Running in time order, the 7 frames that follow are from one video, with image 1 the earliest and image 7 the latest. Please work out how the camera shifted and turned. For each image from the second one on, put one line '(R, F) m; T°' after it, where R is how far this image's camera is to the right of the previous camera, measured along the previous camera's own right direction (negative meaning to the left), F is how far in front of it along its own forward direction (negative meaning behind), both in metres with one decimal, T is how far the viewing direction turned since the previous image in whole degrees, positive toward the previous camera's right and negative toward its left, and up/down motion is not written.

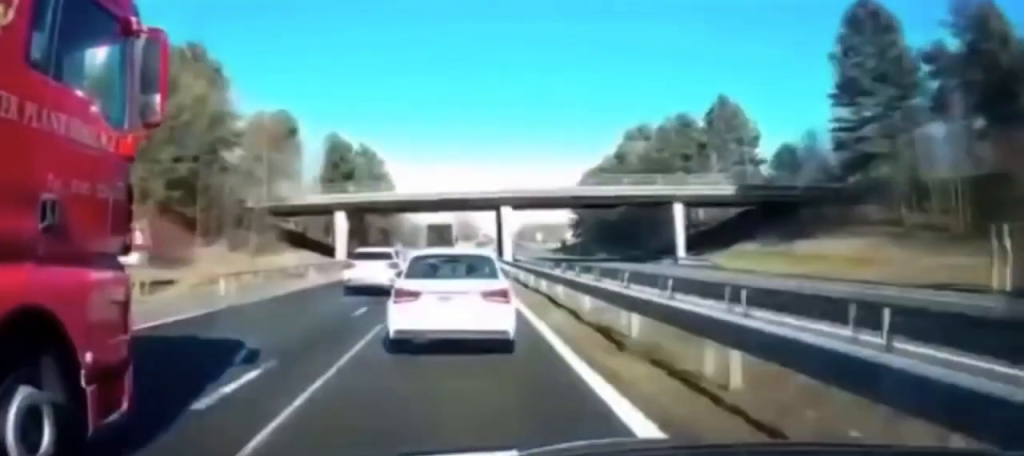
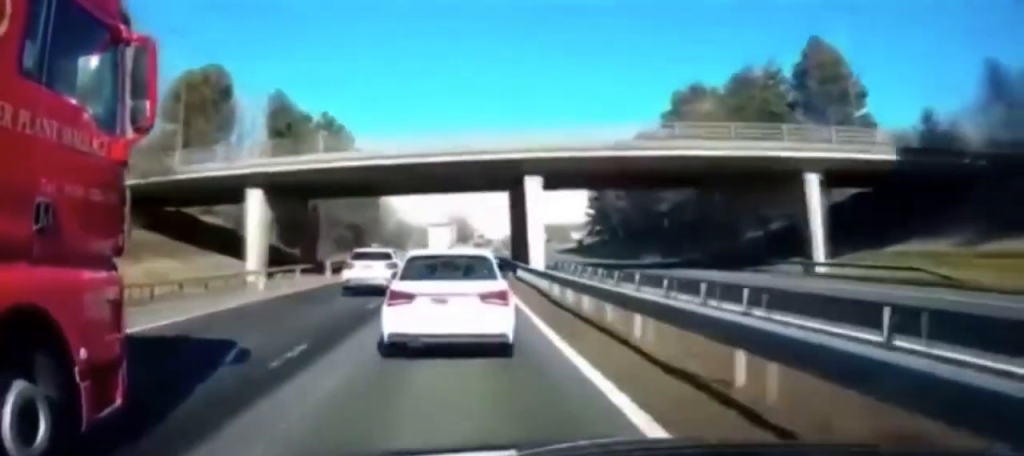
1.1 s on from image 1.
(+0.2, +23.1) m; 0°
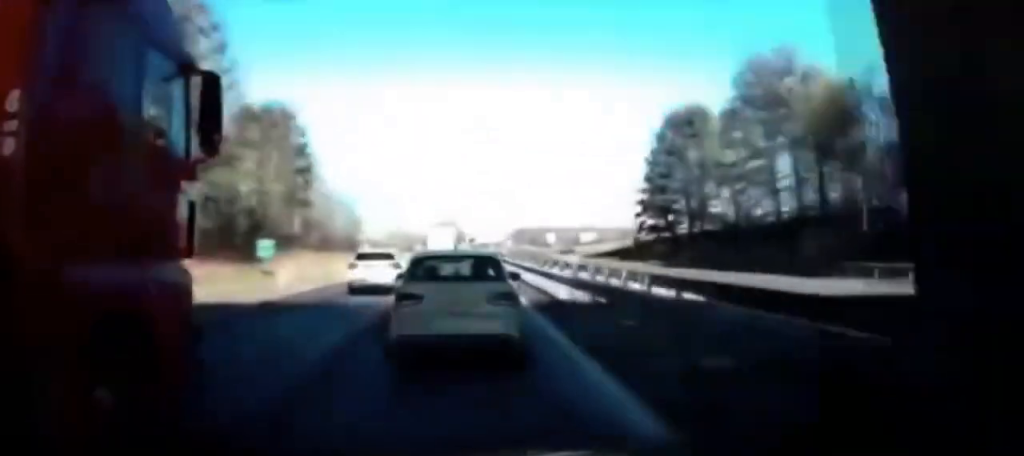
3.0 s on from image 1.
(-0.2, +42.6) m; +1°
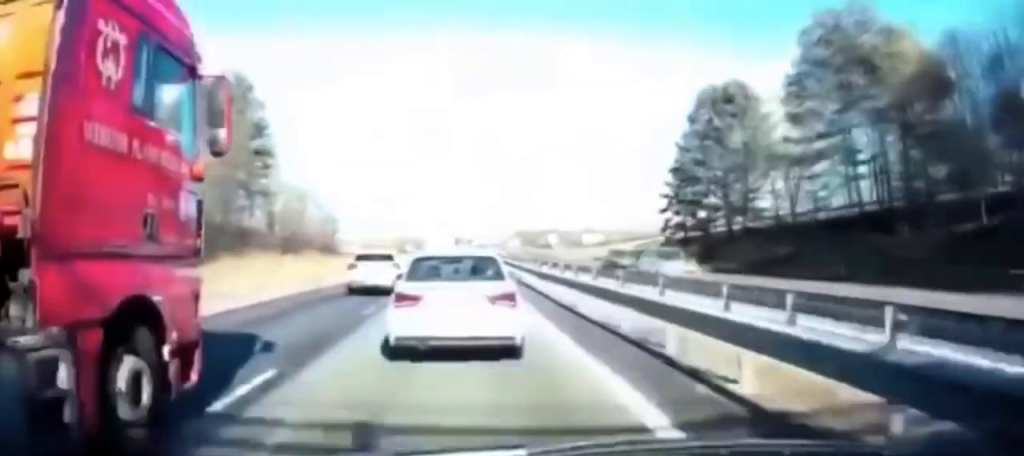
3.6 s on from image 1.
(+0.2, +12.9) m; +1°
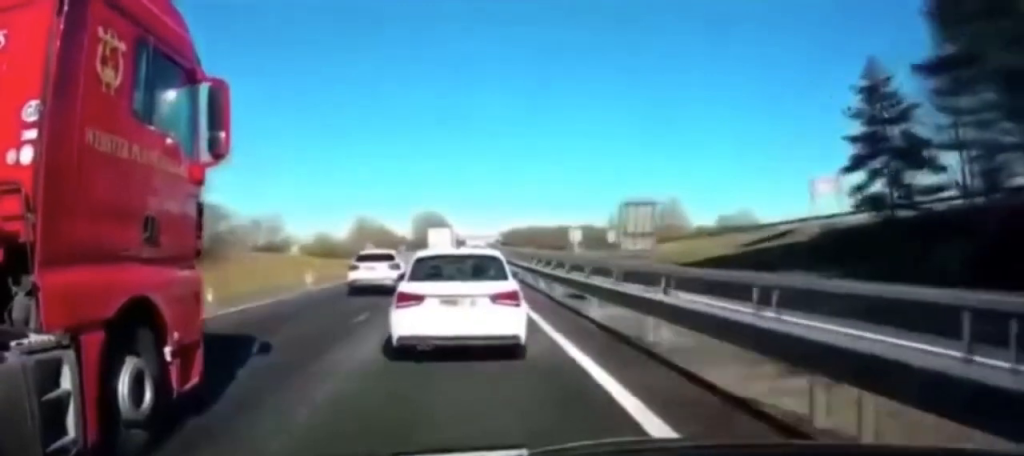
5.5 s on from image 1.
(+0.7, +40.3) m; +1°
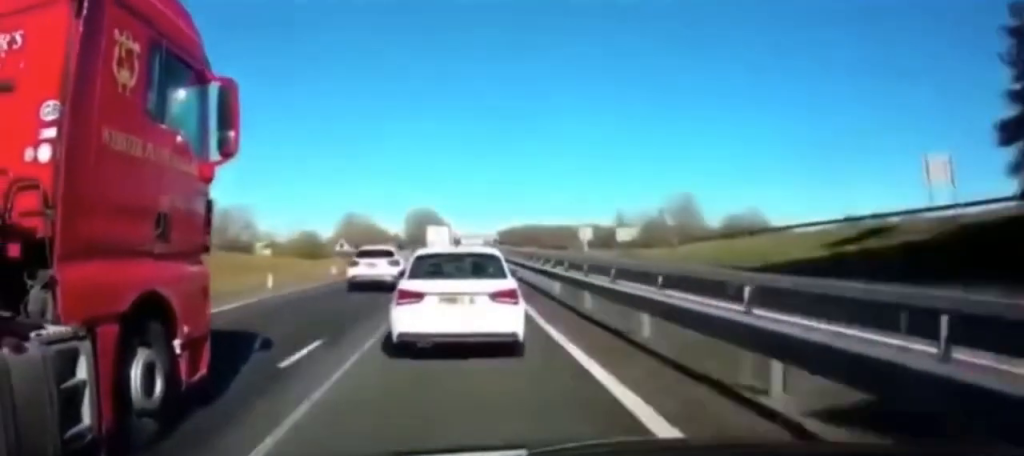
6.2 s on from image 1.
(-0.2, +14.7) m; 0°
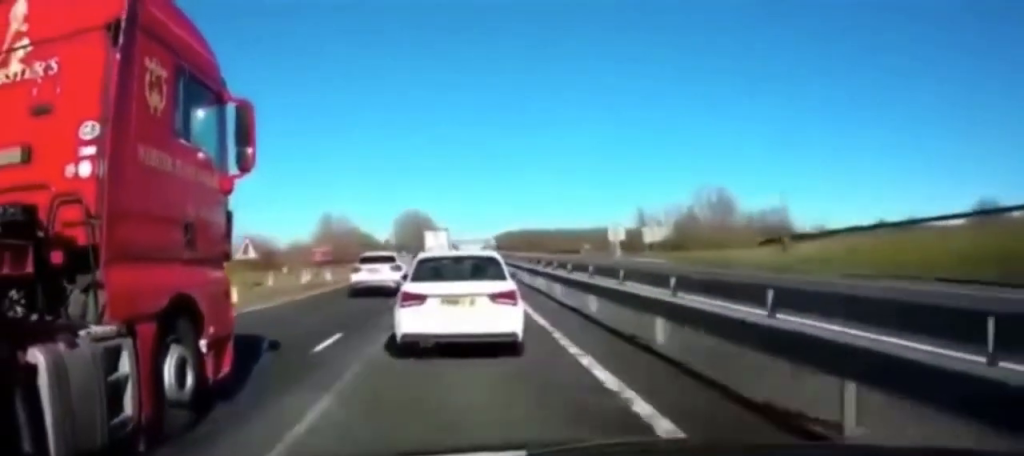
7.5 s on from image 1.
(+0.1, +25.6) m; +1°
